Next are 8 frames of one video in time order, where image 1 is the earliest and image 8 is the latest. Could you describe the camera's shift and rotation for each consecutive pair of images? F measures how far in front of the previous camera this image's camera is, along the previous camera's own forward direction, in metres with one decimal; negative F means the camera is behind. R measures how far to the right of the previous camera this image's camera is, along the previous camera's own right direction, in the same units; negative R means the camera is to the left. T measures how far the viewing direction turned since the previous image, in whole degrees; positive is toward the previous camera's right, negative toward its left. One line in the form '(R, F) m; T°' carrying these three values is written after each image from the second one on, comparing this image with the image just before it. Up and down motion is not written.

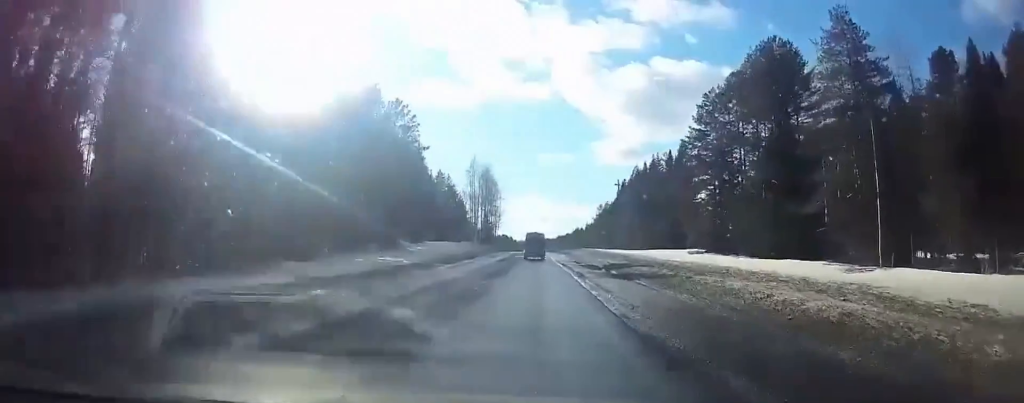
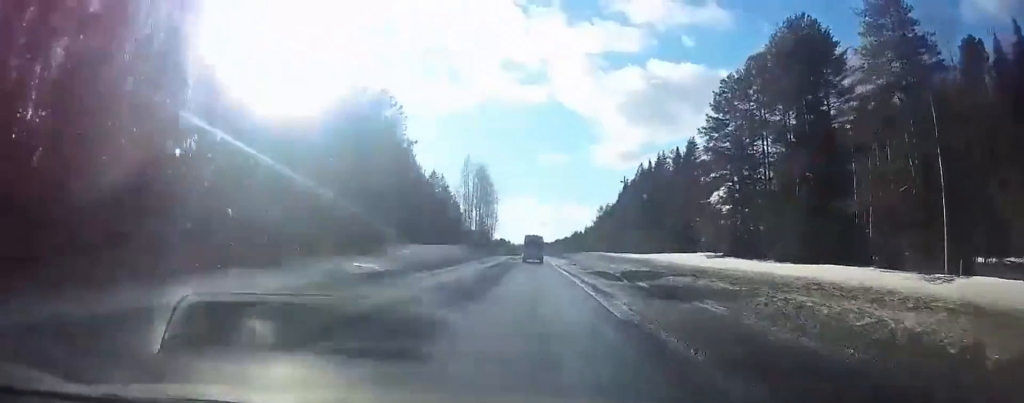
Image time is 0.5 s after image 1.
(0.0, +8.8) m; 0°
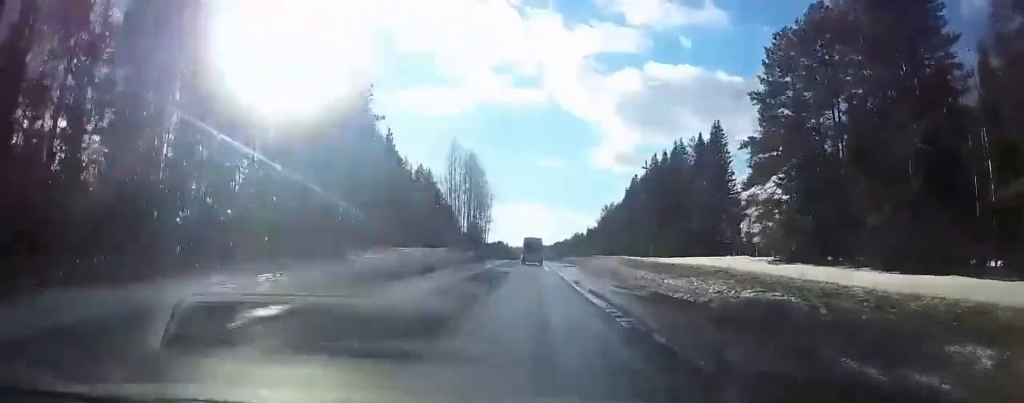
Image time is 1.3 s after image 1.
(0.0, +17.0) m; 0°
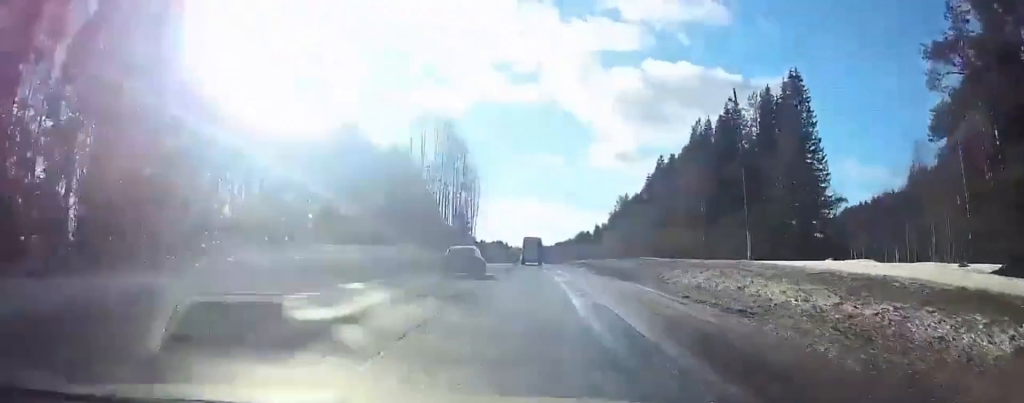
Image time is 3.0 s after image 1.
(-0.1, +31.4) m; 0°
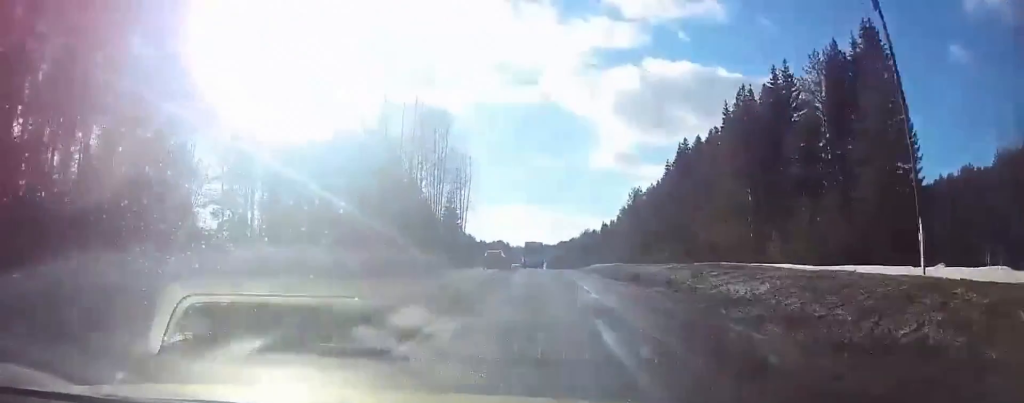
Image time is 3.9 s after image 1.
(0.0, +17.9) m; 0°
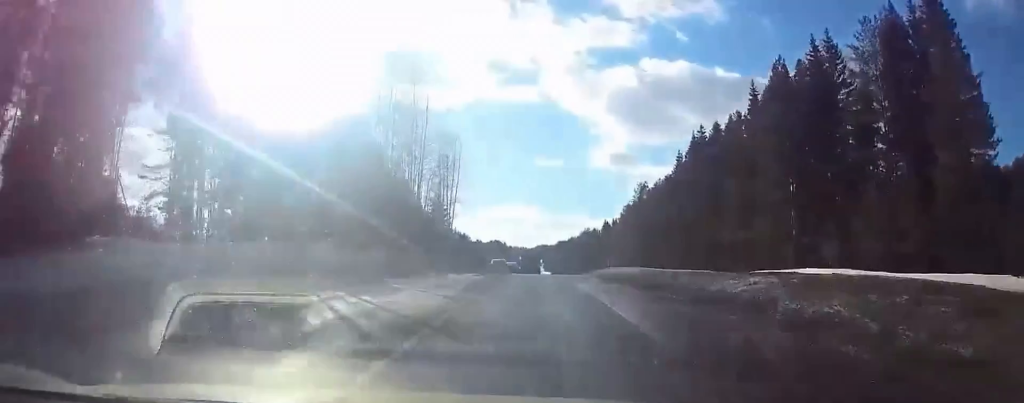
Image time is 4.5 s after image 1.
(0.0, +11.1) m; 0°
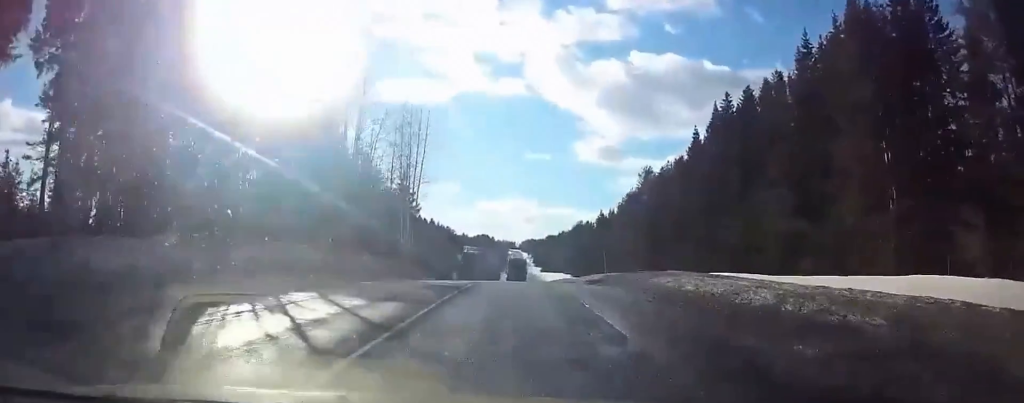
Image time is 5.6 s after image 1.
(+0.2, +16.9) m; +1°
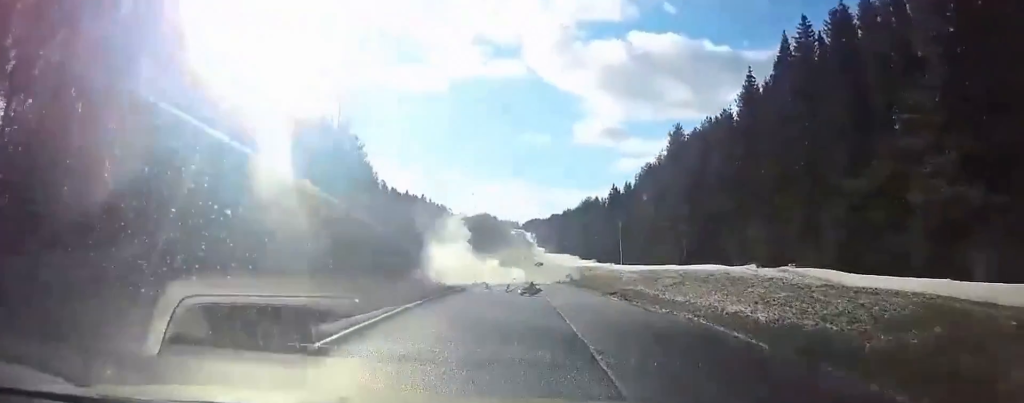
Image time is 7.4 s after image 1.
(-0.1, +22.4) m; -1°
